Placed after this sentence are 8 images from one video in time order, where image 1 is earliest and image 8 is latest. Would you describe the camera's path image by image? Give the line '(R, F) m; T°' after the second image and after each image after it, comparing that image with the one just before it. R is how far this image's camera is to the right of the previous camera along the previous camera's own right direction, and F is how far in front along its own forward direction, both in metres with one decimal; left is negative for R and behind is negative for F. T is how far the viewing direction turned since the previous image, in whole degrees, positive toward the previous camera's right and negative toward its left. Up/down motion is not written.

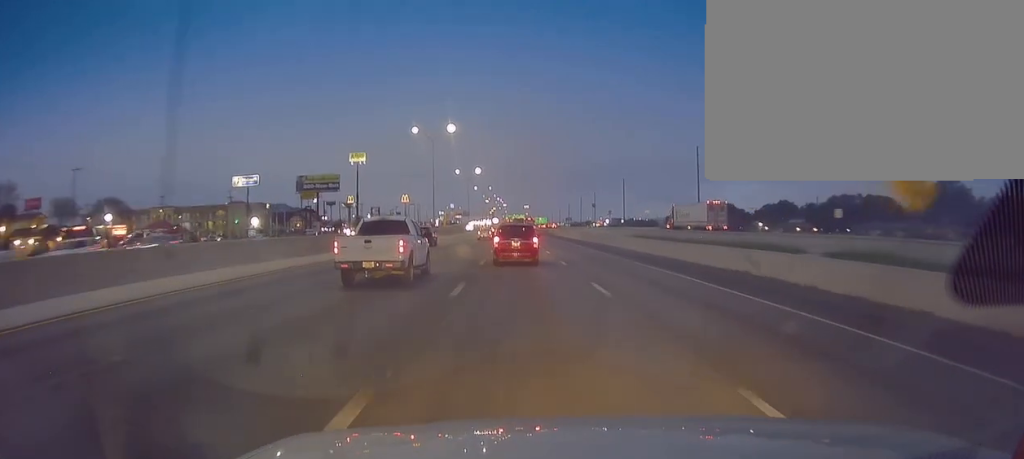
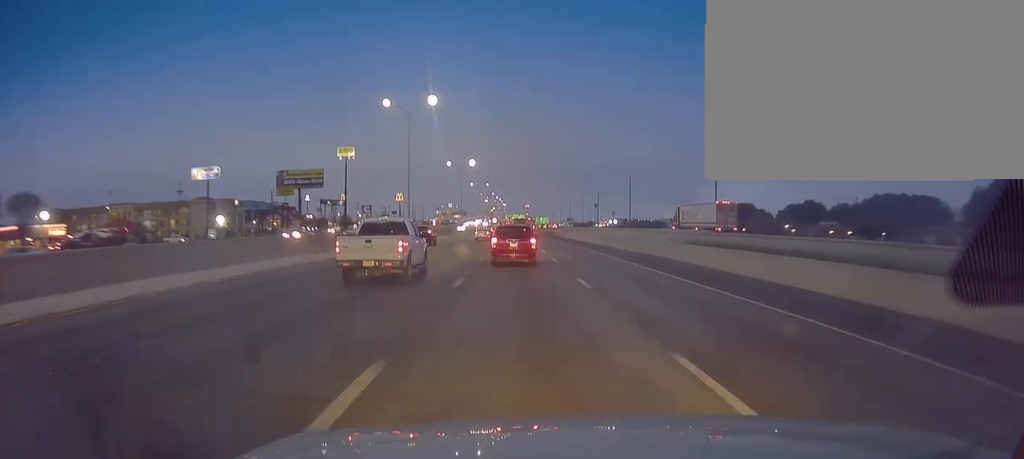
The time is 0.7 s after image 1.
(-0.5, +22.7) m; 0°
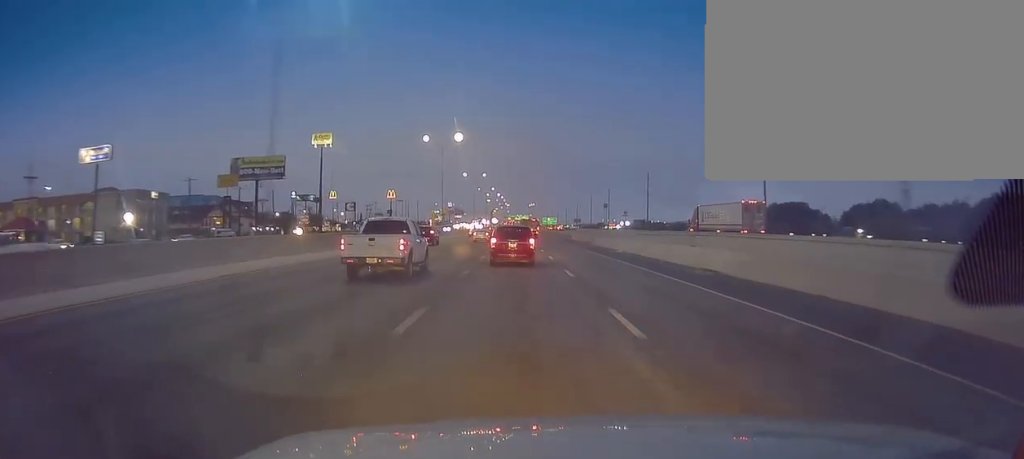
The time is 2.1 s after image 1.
(+1.2, +44.2) m; +2°
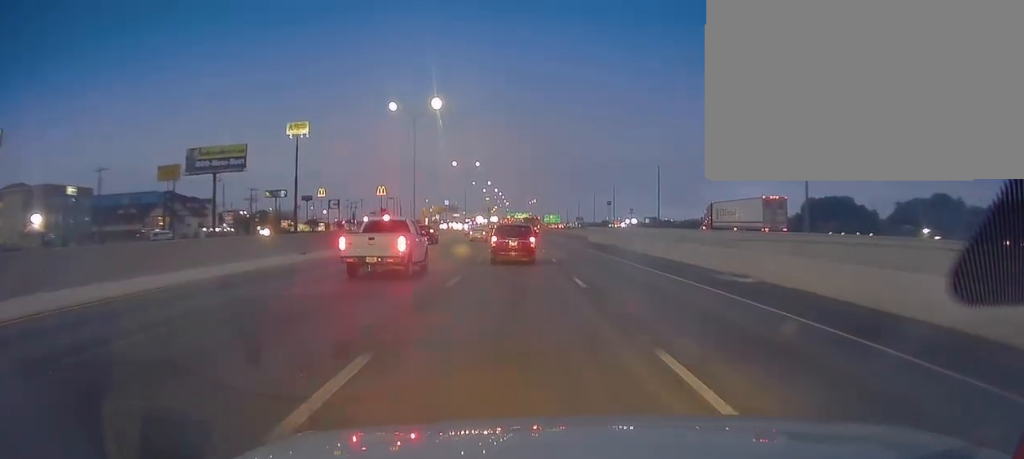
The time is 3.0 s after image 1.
(0.0, +29.1) m; 0°
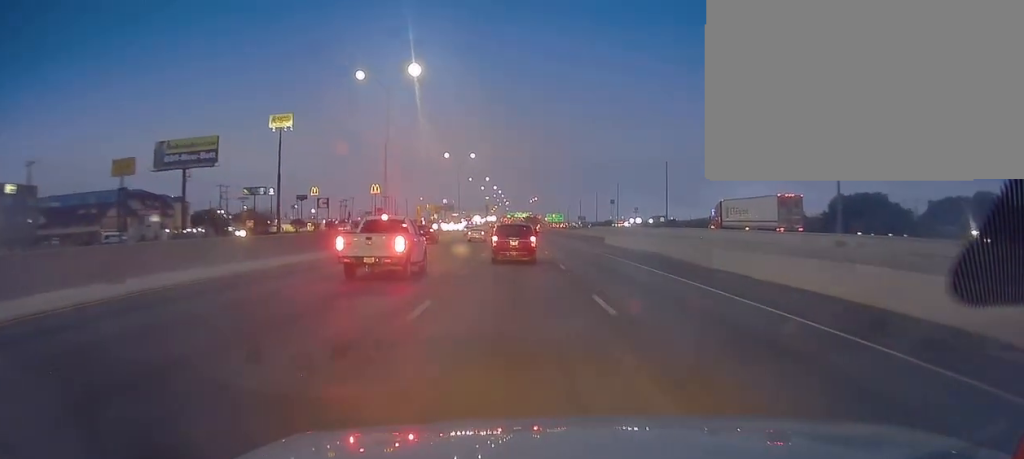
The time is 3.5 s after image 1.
(0.0, +17.3) m; 0°
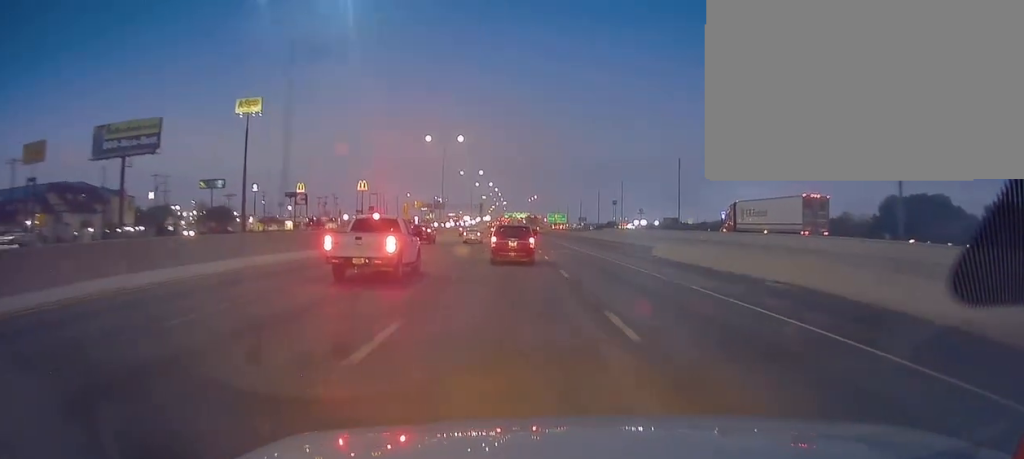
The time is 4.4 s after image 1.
(0.0, +28.2) m; 0°
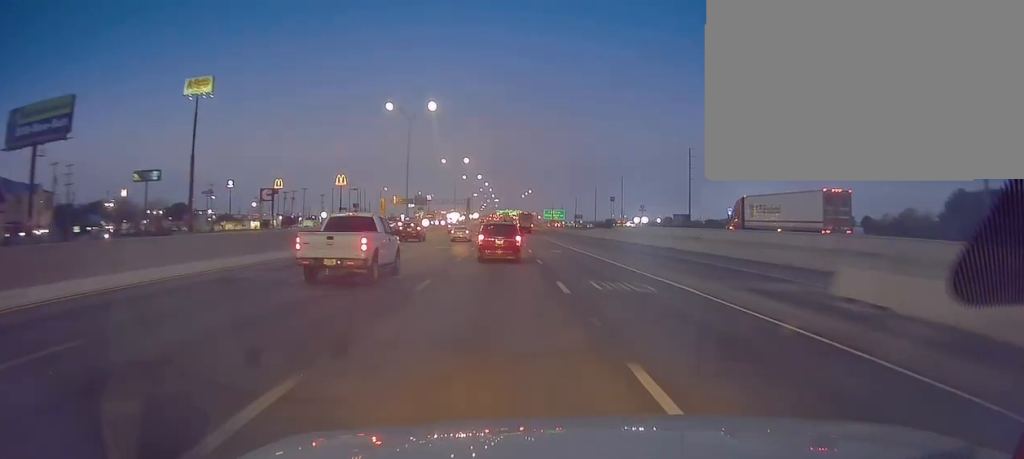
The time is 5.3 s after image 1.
(-0.1, +29.4) m; +1°
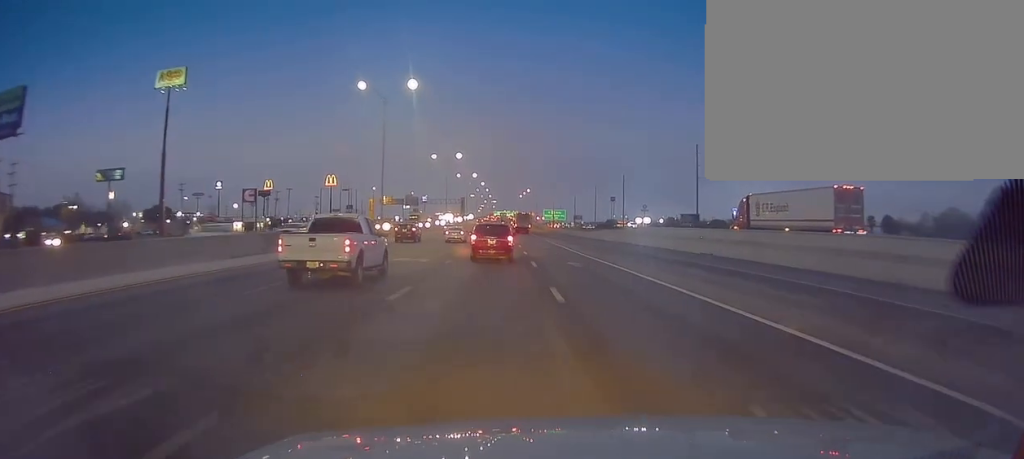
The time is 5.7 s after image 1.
(0.0, +14.1) m; 0°
